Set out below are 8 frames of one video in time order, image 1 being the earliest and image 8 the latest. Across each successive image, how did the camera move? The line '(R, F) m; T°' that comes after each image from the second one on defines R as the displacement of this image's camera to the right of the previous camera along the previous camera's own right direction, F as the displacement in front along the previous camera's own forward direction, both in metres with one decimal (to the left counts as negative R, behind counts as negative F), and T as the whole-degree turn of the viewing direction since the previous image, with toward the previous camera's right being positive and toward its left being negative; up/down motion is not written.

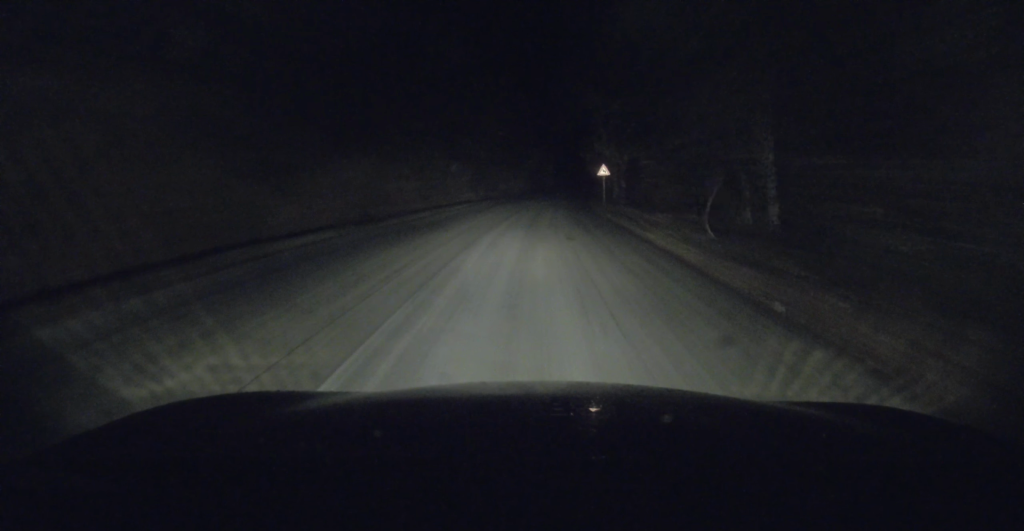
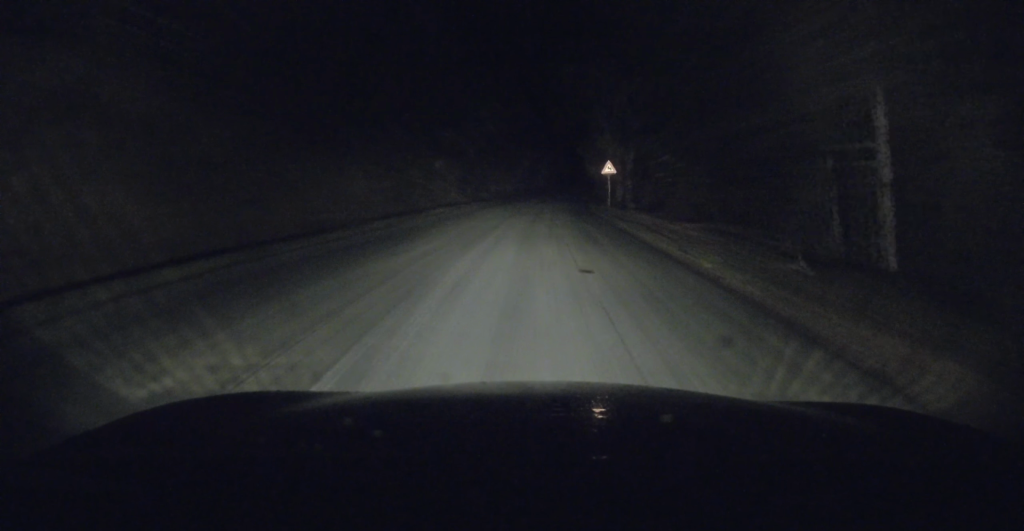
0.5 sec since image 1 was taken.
(-0.3, +5.3) m; -1°
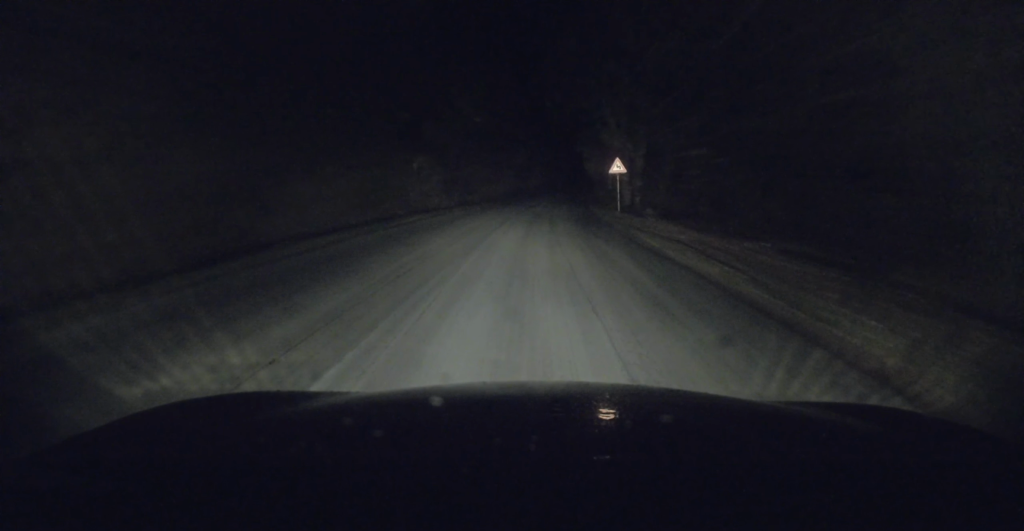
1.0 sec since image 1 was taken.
(-0.1, +5.7) m; 0°
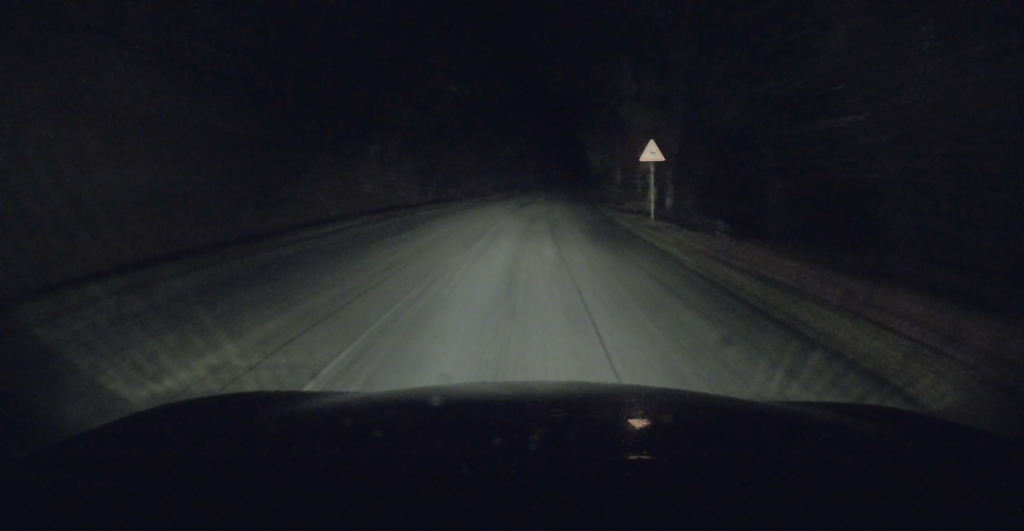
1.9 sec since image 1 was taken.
(+0.2, +8.8) m; +1°
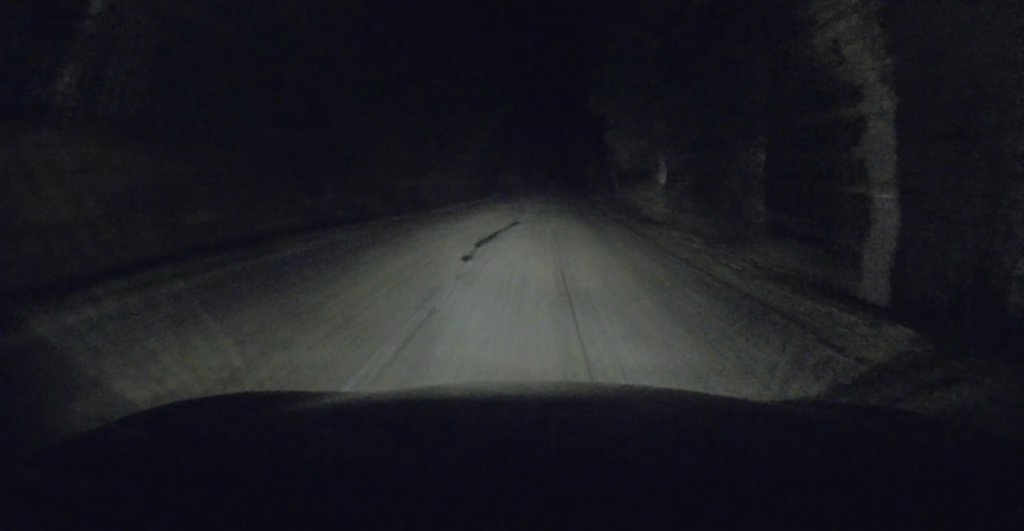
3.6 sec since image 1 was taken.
(+0.8, +18.6) m; +6°
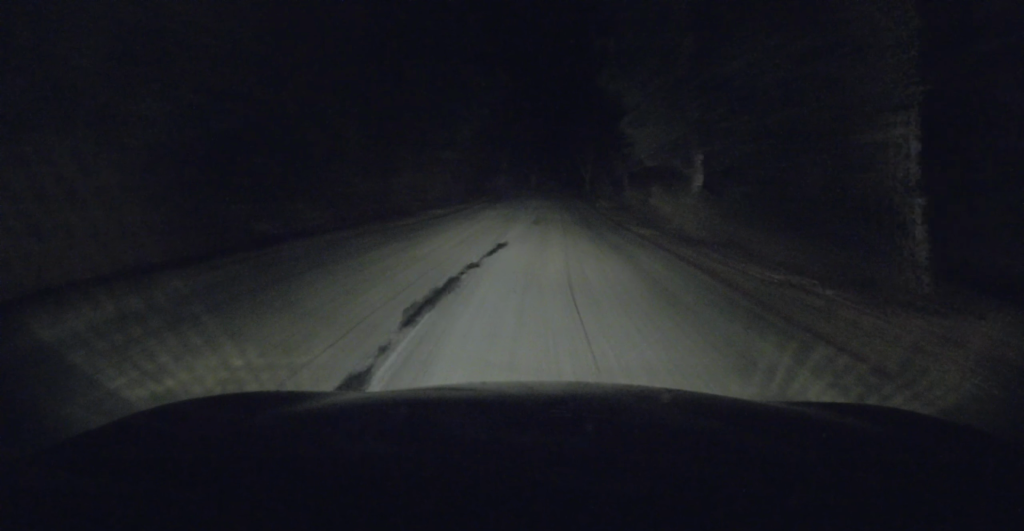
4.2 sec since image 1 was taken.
(+0.1, +6.5) m; +1°
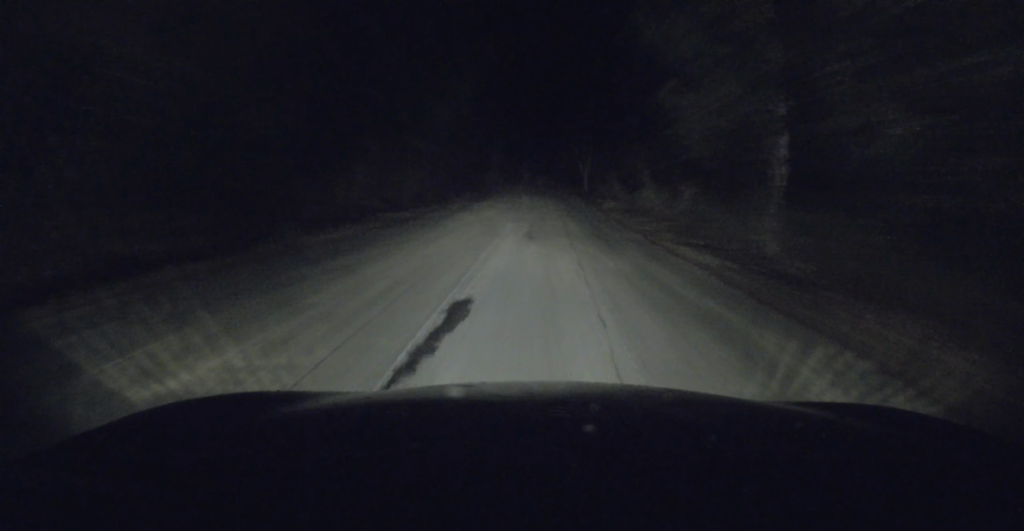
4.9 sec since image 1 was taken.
(0.0, +7.2) m; 0°
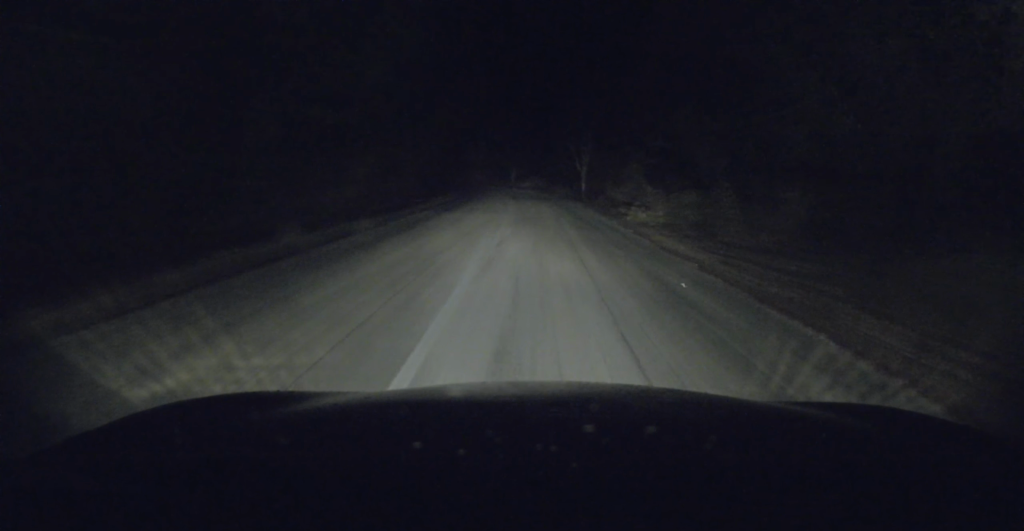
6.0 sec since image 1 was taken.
(0.0, +11.0) m; 0°
